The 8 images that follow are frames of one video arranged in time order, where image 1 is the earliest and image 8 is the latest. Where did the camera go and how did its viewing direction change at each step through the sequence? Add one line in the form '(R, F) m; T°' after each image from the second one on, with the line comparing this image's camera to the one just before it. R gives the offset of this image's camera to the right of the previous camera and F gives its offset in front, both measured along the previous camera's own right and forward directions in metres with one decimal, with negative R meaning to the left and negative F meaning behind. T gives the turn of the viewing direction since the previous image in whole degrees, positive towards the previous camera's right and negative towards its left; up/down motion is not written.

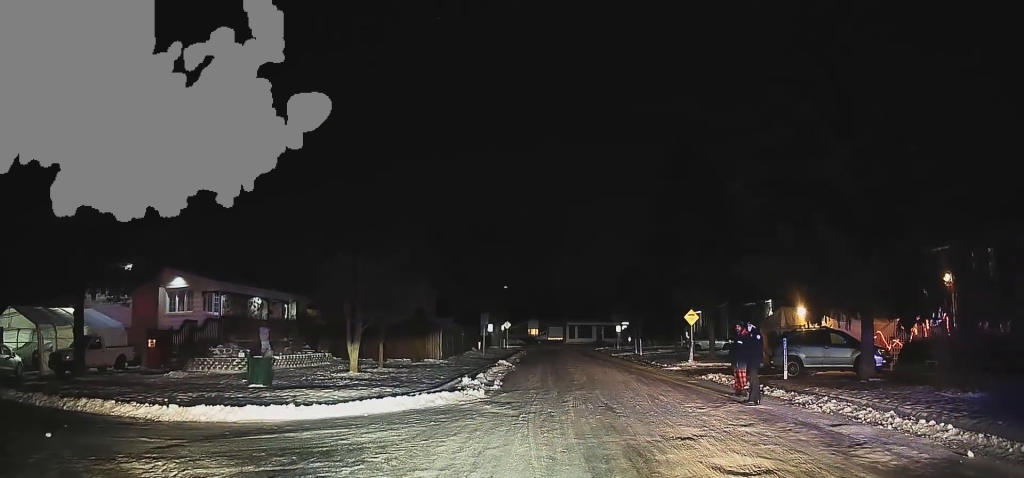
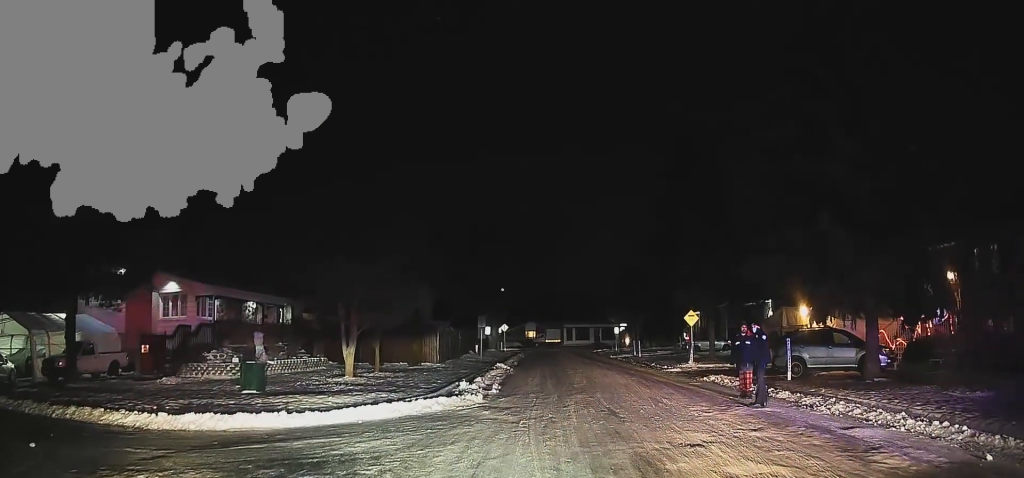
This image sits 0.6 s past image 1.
(0.0, 0.0) m; 0°
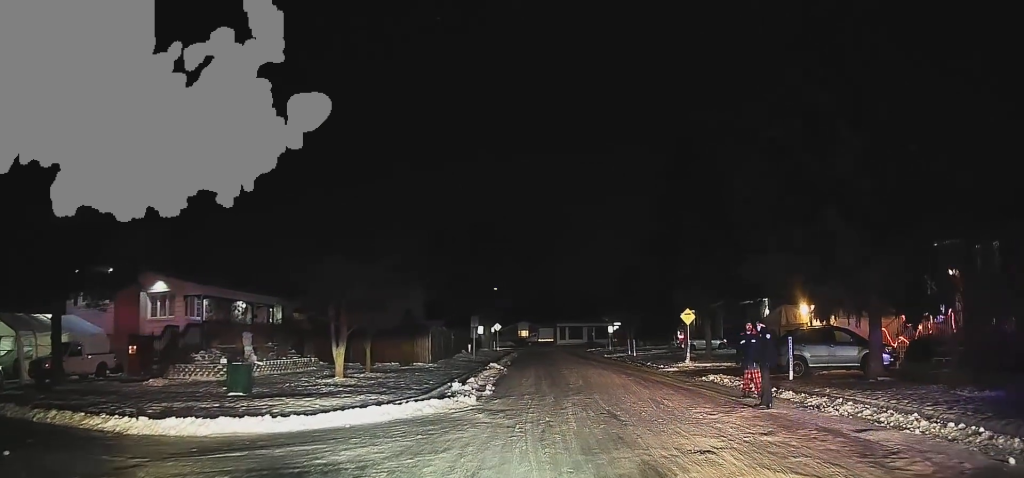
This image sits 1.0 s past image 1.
(0.0, 0.0) m; 0°
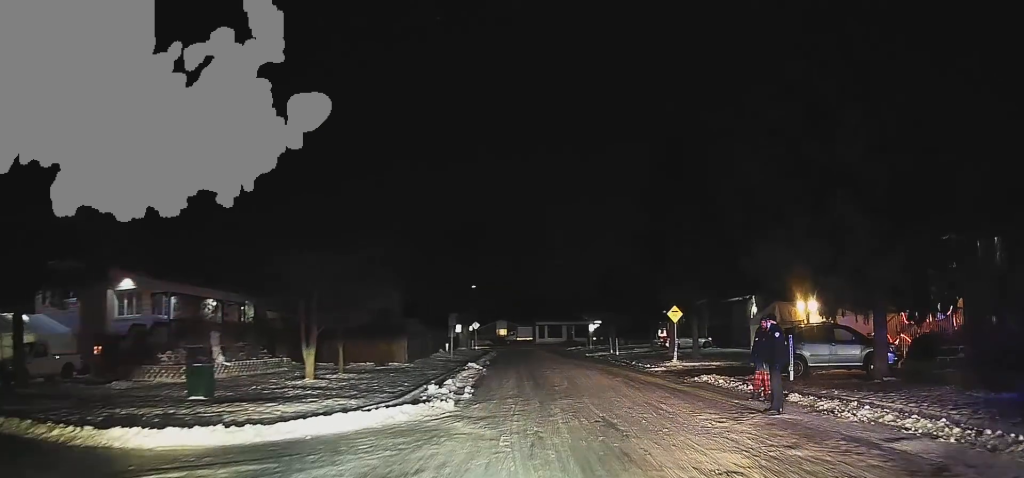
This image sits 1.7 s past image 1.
(0.0, 0.0) m; 0°
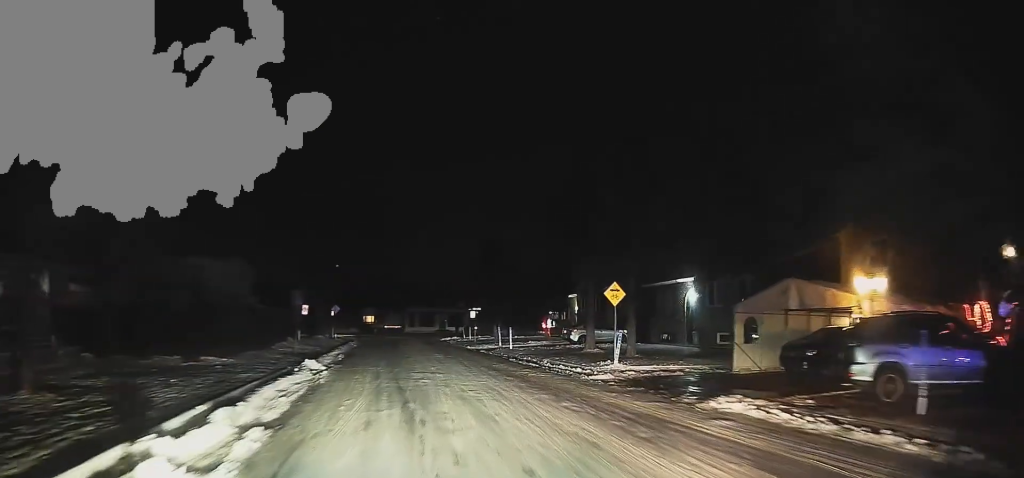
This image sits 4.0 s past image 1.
(+0.1, +4.7) m; -5°
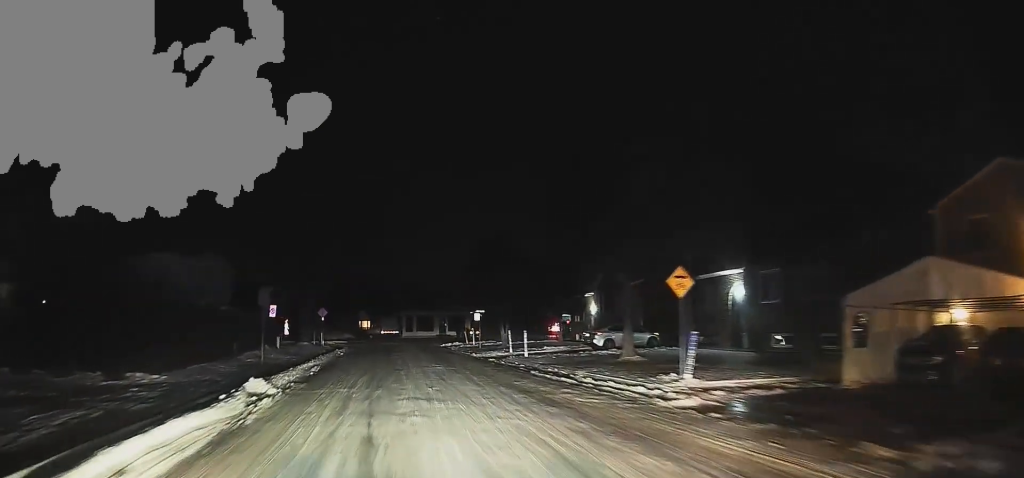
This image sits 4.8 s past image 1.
(-0.2, +4.4) m; -1°
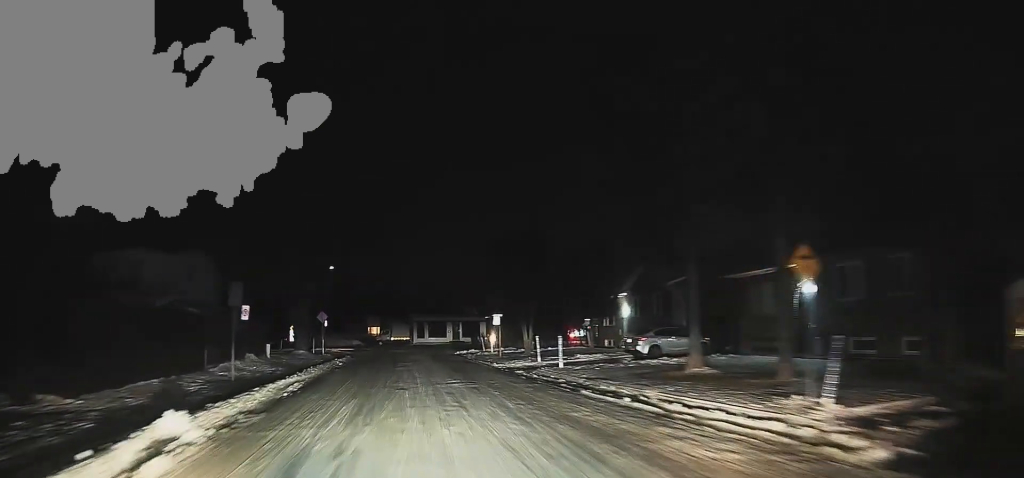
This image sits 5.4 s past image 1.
(0.0, +3.7) m; +1°
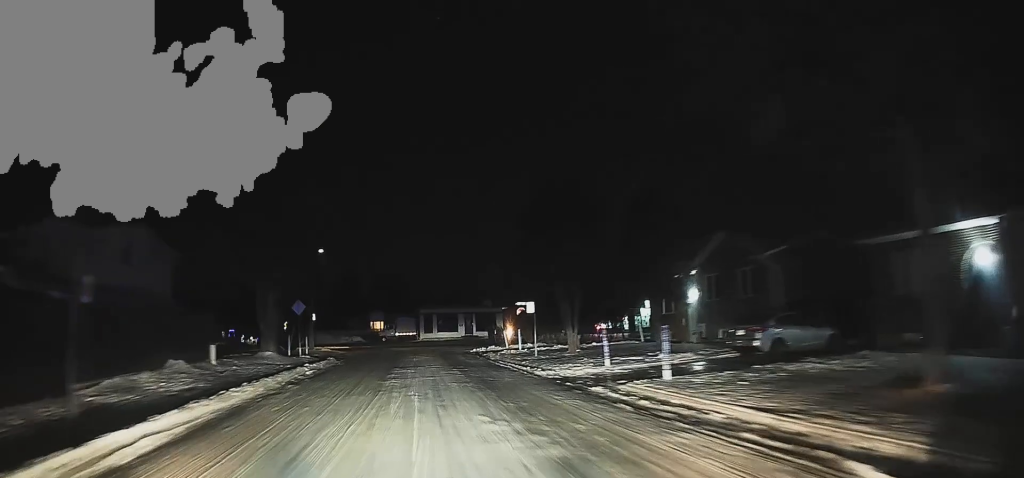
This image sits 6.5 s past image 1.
(+0.2, +8.3) m; +1°
